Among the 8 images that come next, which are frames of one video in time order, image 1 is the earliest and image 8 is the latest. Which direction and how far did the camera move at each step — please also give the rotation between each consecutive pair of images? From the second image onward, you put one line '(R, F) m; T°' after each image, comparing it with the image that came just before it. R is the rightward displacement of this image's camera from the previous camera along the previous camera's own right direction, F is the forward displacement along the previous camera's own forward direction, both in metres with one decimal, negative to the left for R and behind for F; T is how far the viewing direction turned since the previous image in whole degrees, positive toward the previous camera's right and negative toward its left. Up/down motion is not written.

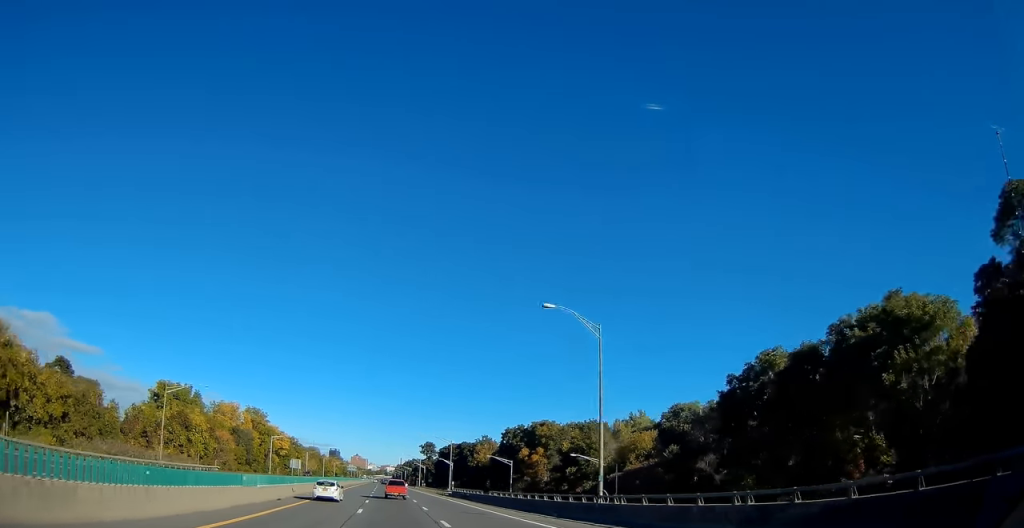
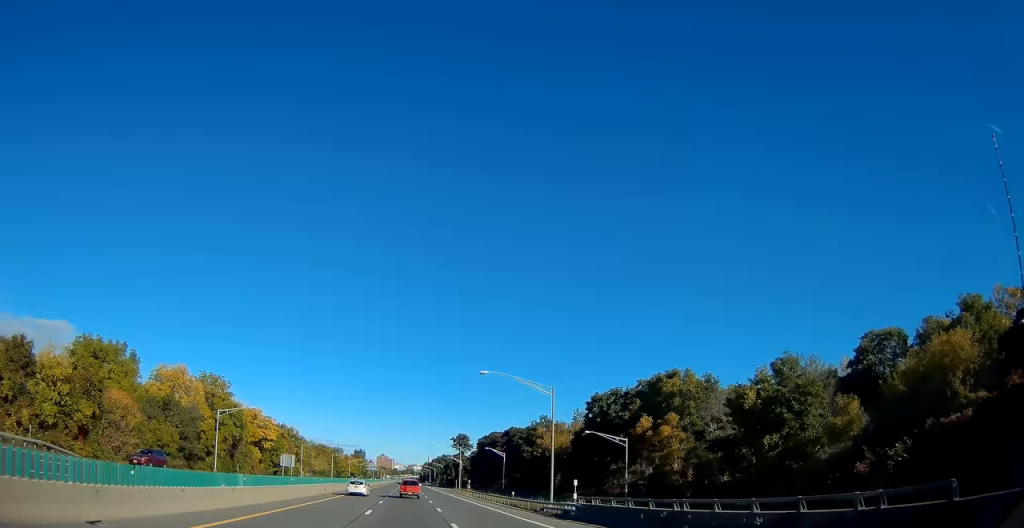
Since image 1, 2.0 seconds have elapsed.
(-0.7, +49.9) m; -3°
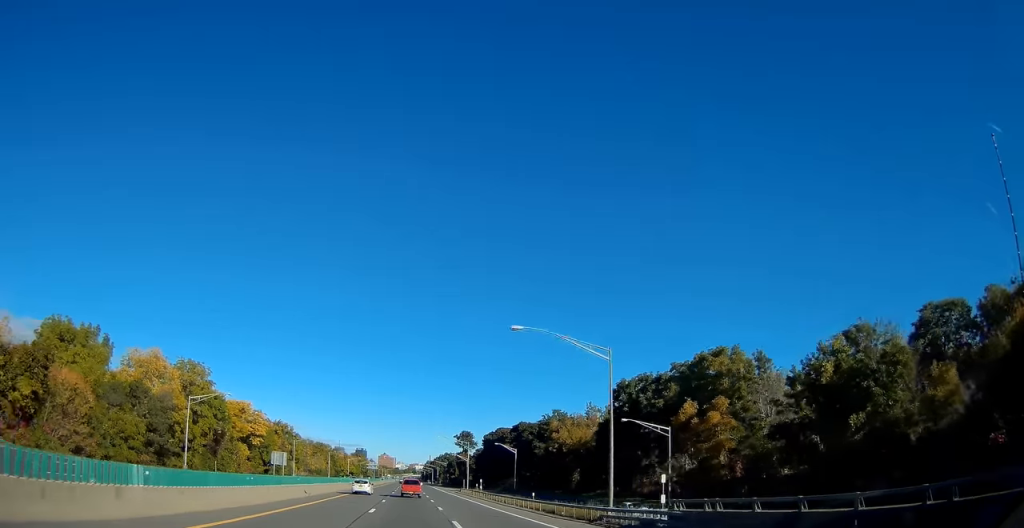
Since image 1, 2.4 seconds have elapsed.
(-0.1, +11.3) m; -1°
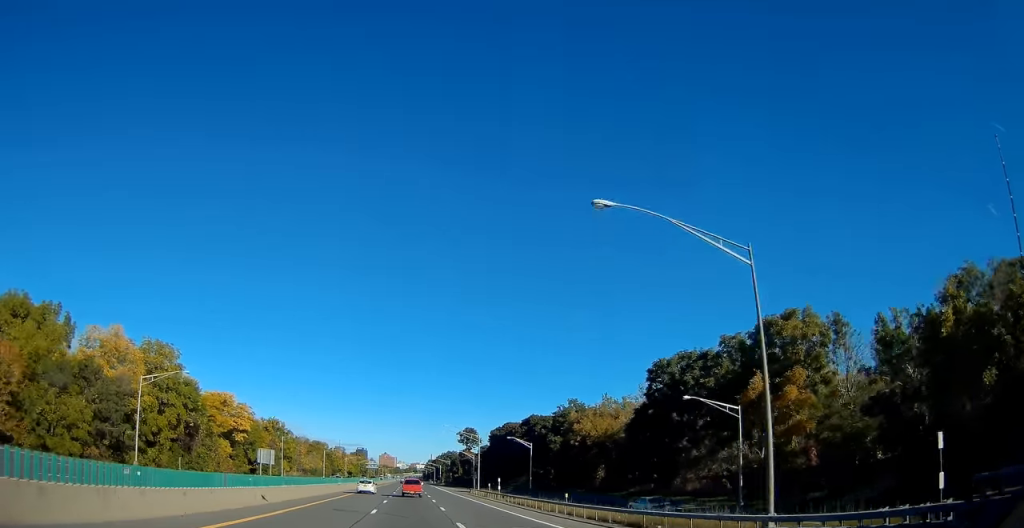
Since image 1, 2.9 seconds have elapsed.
(-0.2, +12.4) m; 0°
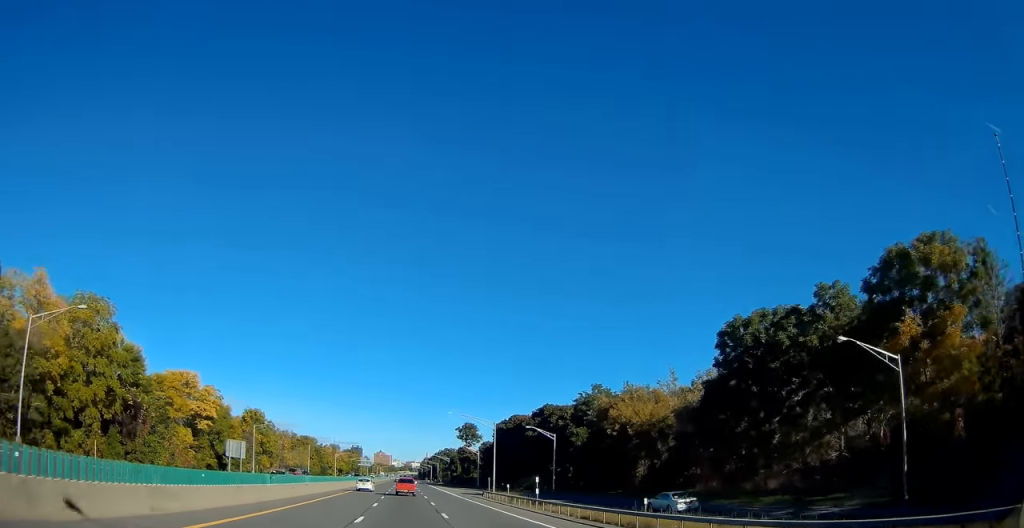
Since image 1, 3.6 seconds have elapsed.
(0.0, +18.7) m; 0°
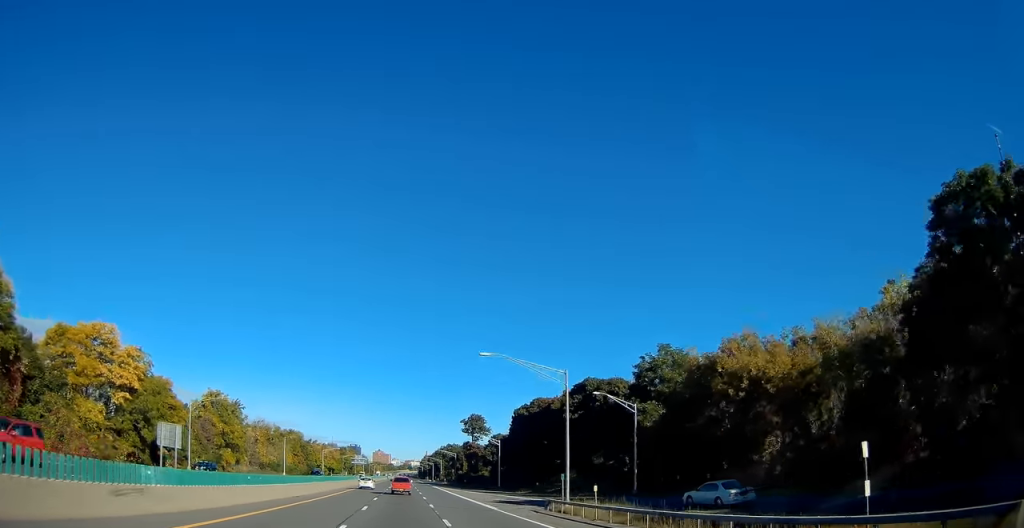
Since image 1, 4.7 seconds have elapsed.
(+0.3, +28.3) m; 0°
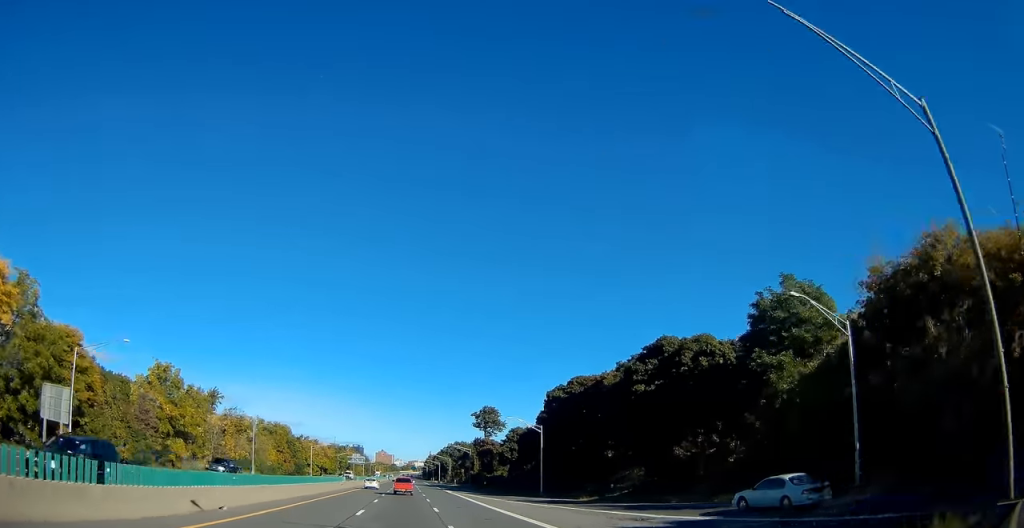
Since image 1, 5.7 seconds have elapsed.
(-0.2, +27.4) m; 0°
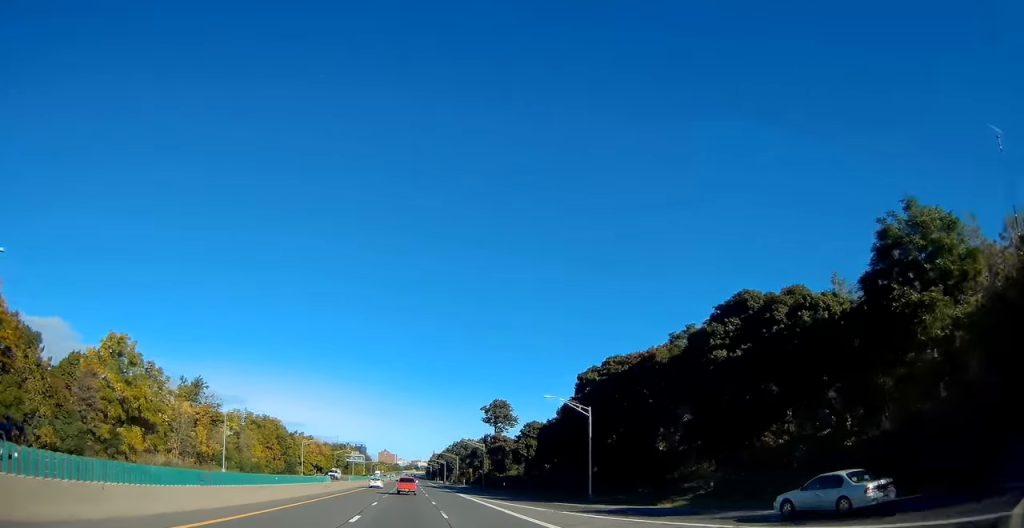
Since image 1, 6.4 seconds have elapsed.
(-0.1, +16.9) m; 0°
